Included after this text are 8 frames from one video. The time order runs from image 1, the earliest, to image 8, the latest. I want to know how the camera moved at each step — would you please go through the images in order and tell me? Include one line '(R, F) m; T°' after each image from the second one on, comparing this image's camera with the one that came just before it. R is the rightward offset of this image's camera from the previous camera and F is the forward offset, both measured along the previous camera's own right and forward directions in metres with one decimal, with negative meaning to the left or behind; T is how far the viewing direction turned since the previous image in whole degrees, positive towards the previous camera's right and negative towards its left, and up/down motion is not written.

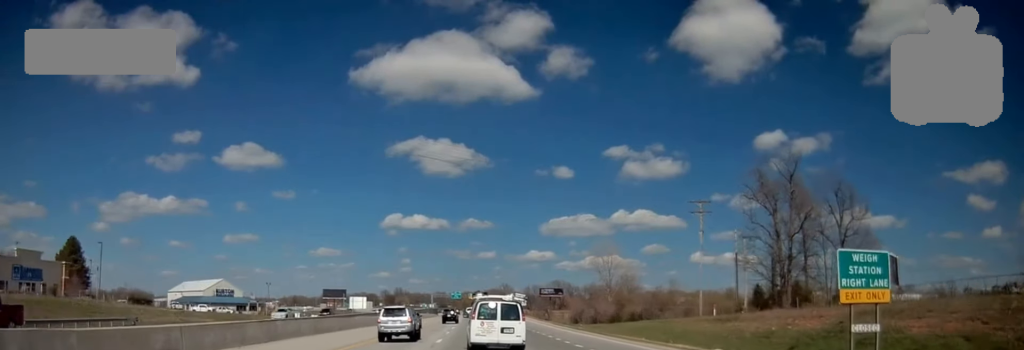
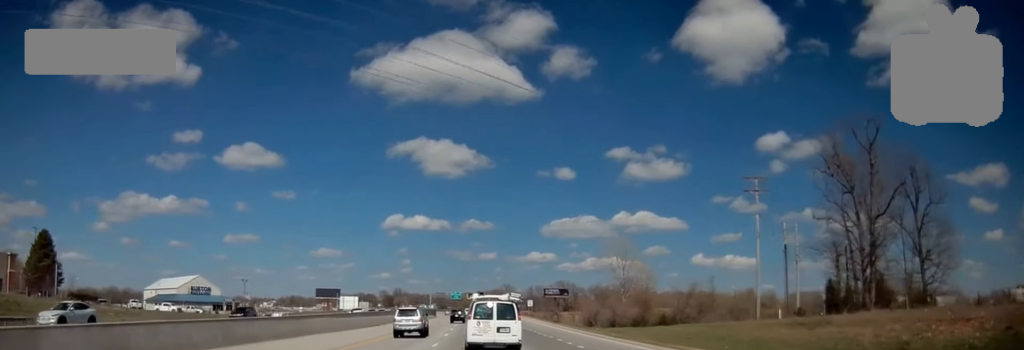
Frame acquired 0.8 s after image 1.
(0.0, +14.8) m; 0°
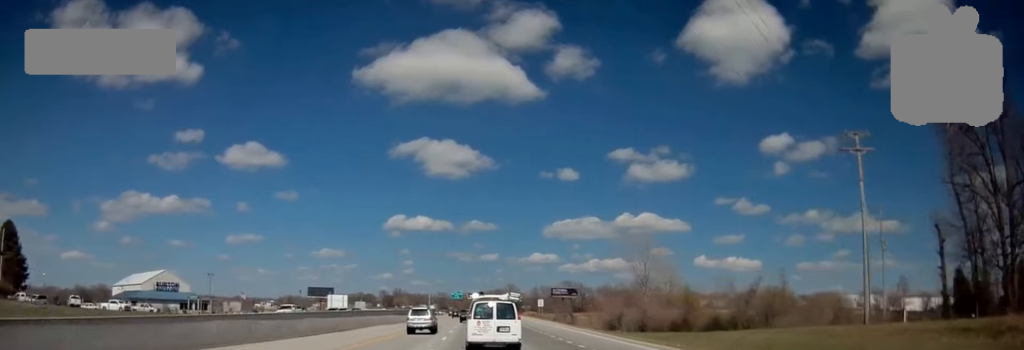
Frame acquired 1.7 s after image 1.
(-0.1, +17.4) m; 0°
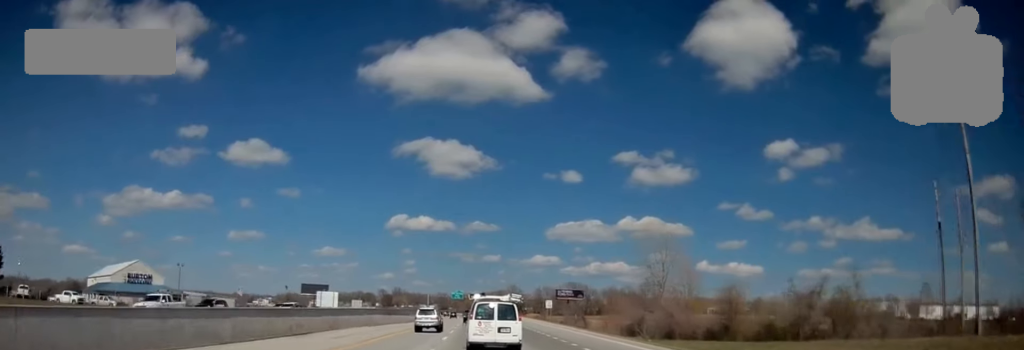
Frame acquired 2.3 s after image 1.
(+0.1, +12.0) m; 0°
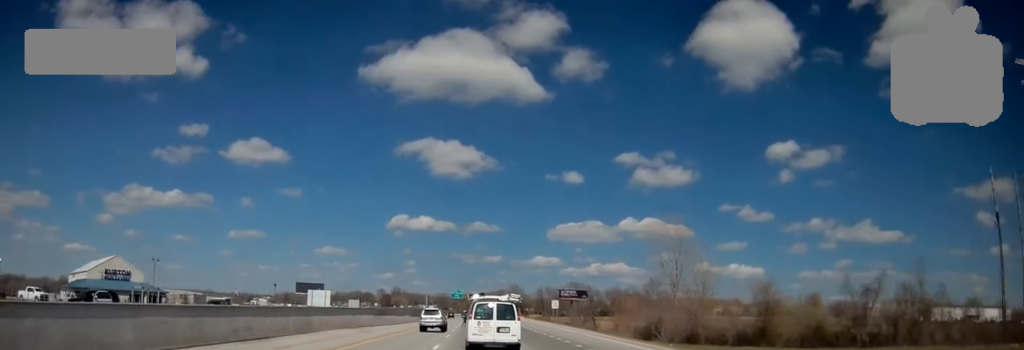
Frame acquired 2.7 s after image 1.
(0.0, +8.2) m; 0°
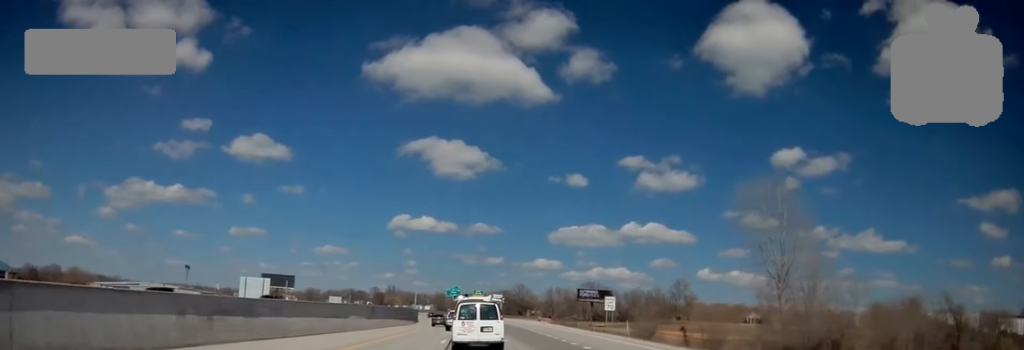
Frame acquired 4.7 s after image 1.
(-0.4, +42.1) m; 0°
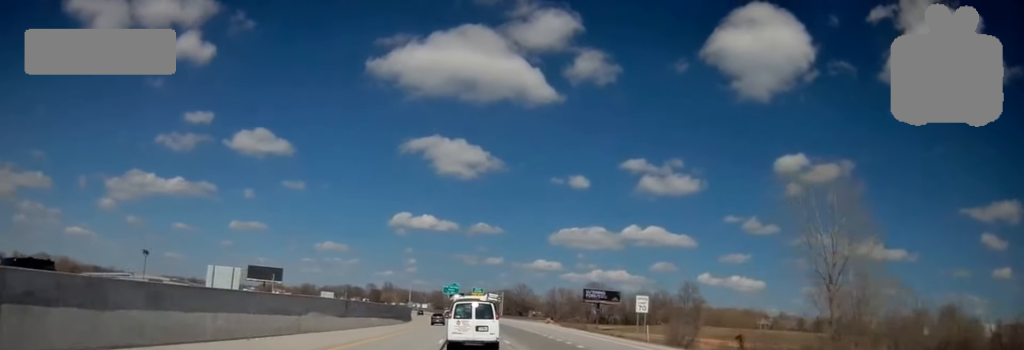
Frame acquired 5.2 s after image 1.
(+0.2, +12.7) m; 0°
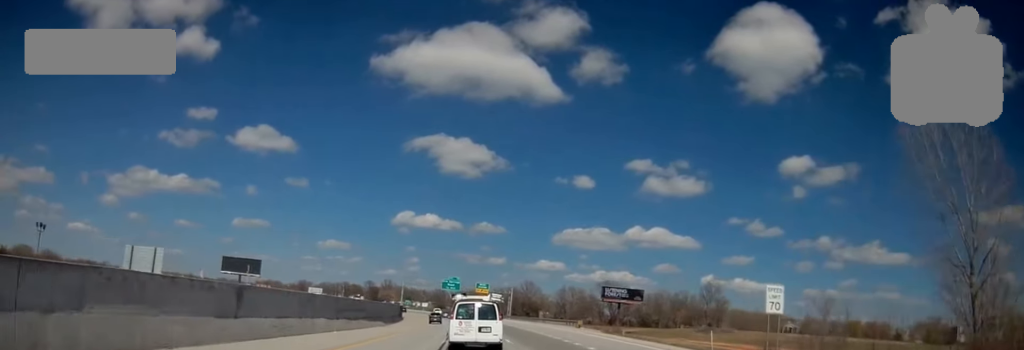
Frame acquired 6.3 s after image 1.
(-0.3, +23.5) m; -1°
